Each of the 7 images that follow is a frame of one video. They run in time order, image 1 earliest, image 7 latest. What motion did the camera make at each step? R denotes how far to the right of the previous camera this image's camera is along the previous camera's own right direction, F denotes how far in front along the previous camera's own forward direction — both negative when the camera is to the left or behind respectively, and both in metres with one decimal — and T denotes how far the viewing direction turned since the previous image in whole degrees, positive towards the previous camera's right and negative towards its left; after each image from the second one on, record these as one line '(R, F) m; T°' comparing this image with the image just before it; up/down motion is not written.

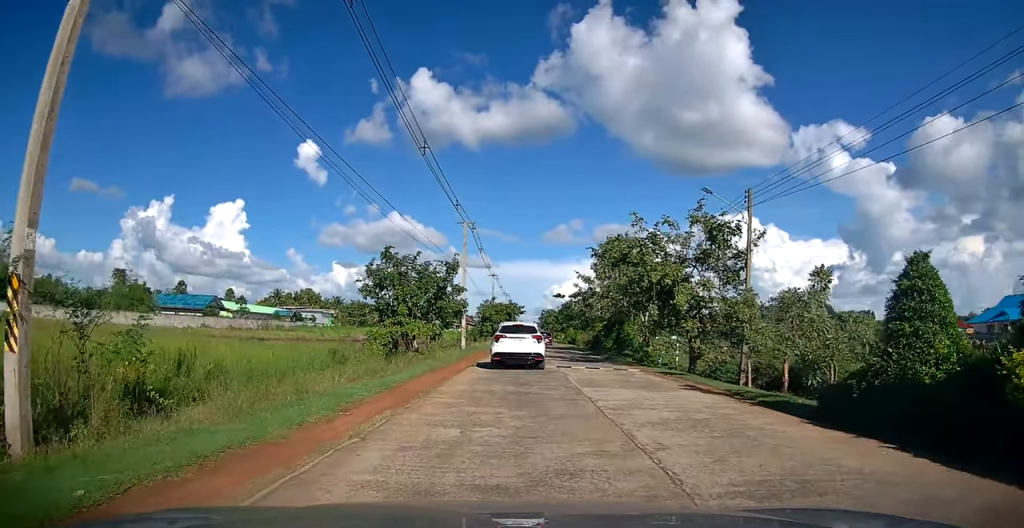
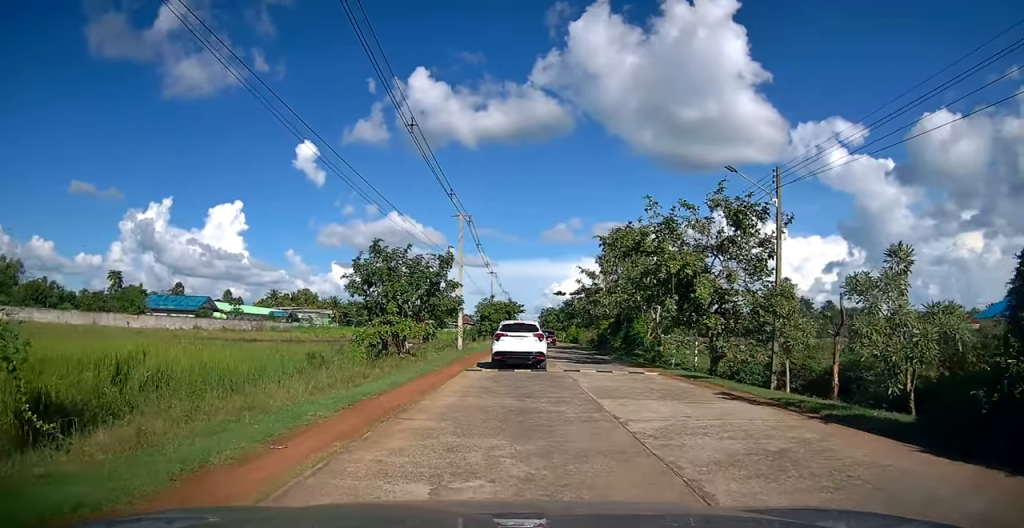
(+0.1, +2.6) m; 0°
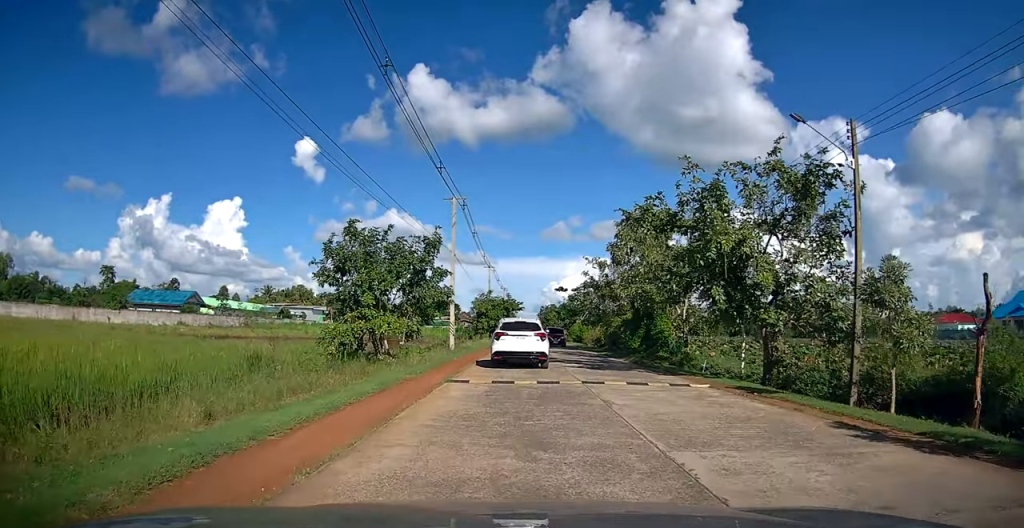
(-0.1, +4.6) m; 0°
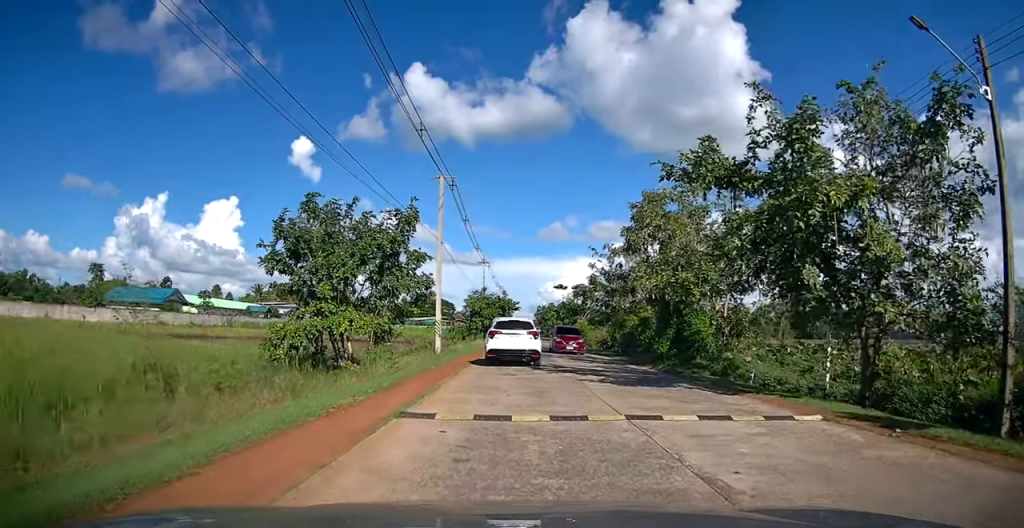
(+0.1, +5.4) m; 0°
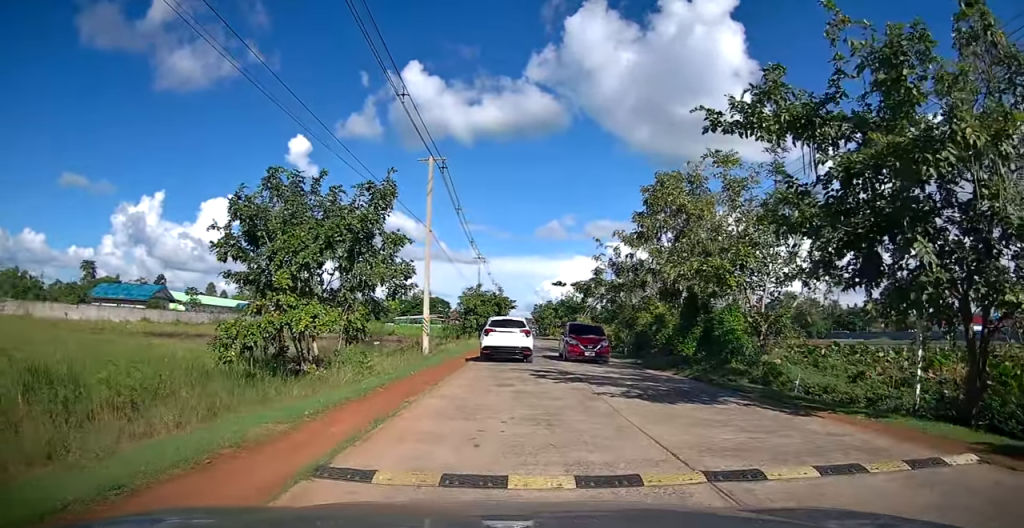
(0.0, +3.3) m; 0°
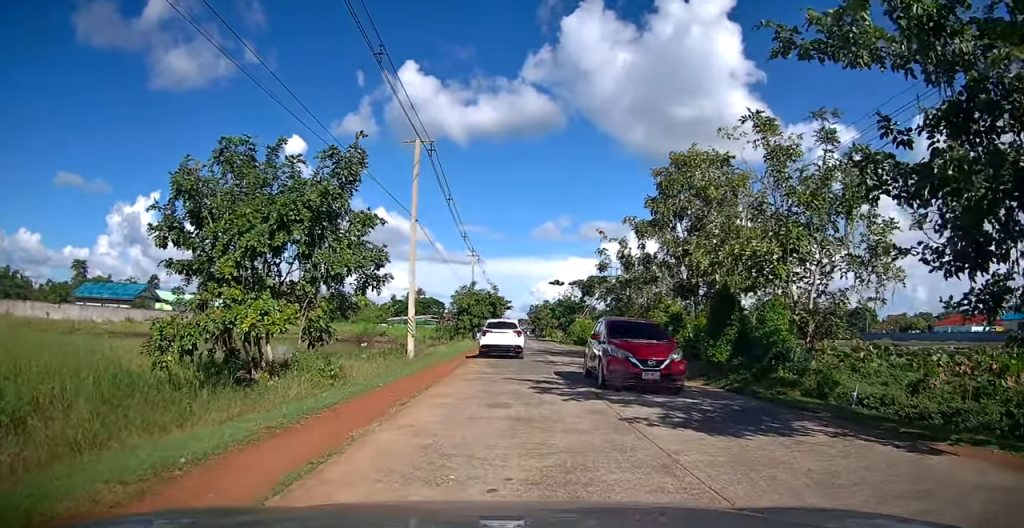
(0.0, +3.4) m; 0°
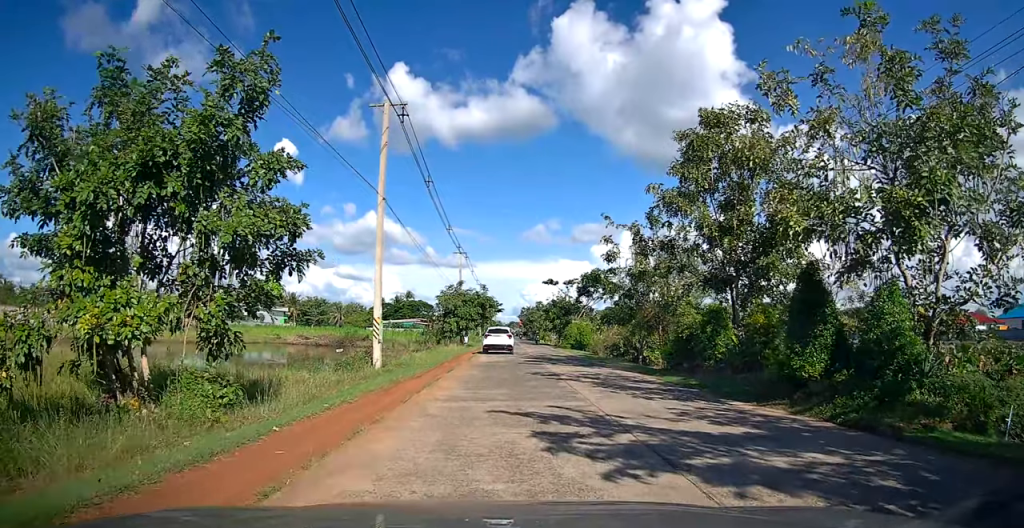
(0.0, +5.2) m; +2°
